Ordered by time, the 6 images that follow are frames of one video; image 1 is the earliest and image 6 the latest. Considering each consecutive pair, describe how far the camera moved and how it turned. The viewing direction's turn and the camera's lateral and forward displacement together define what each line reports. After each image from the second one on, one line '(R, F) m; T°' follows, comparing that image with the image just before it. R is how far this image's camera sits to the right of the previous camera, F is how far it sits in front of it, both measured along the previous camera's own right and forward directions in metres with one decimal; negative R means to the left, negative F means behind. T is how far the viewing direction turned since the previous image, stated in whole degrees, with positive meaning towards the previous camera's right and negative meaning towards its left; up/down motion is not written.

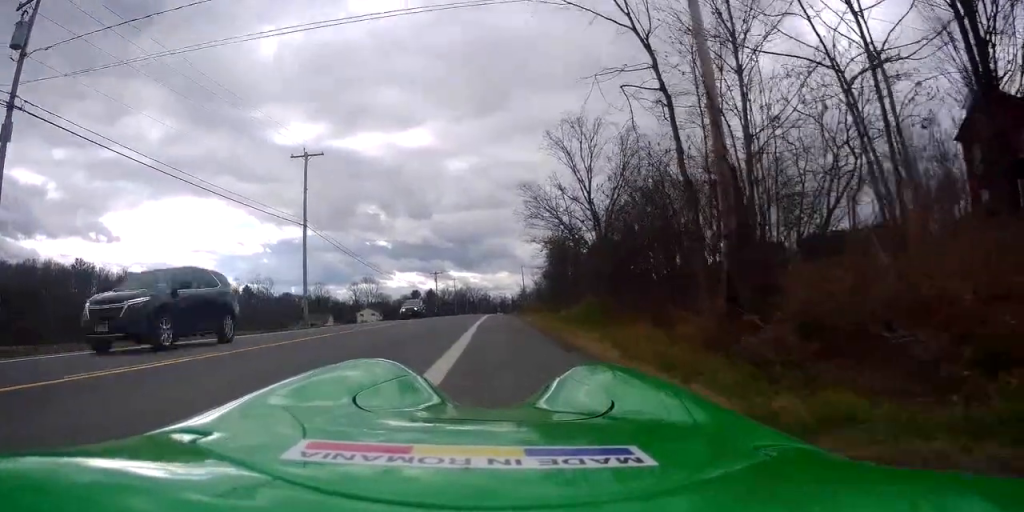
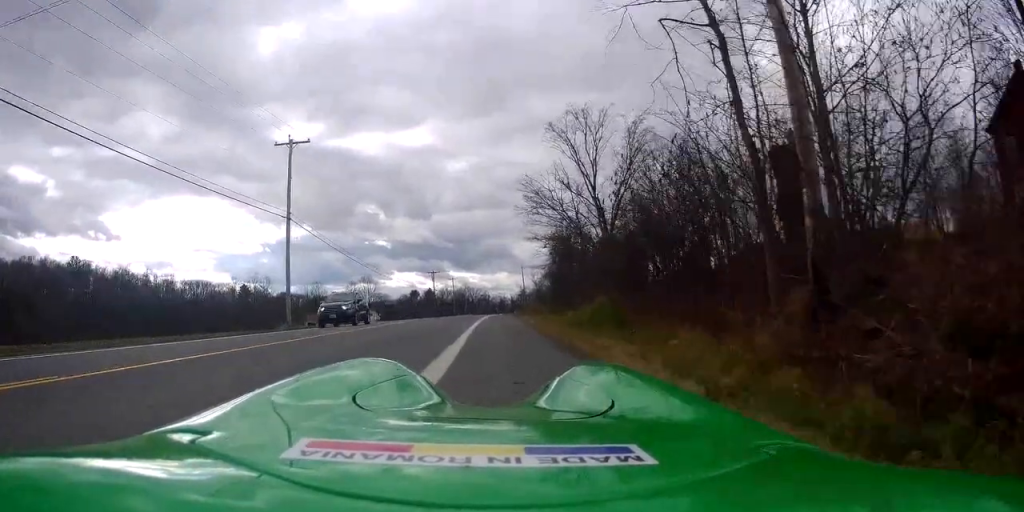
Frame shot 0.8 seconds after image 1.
(-0.2, +3.3) m; +2°
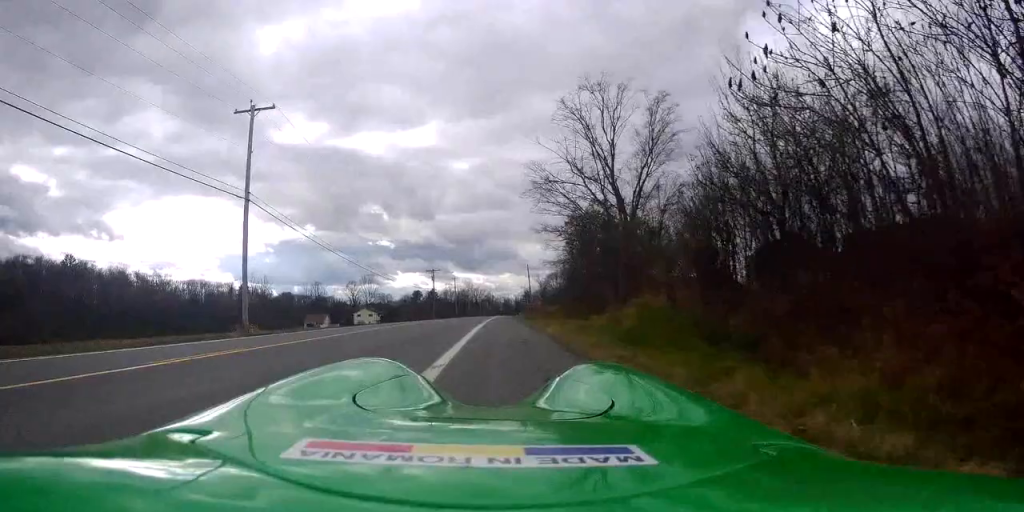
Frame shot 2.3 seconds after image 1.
(+0.1, +7.1) m; 0°
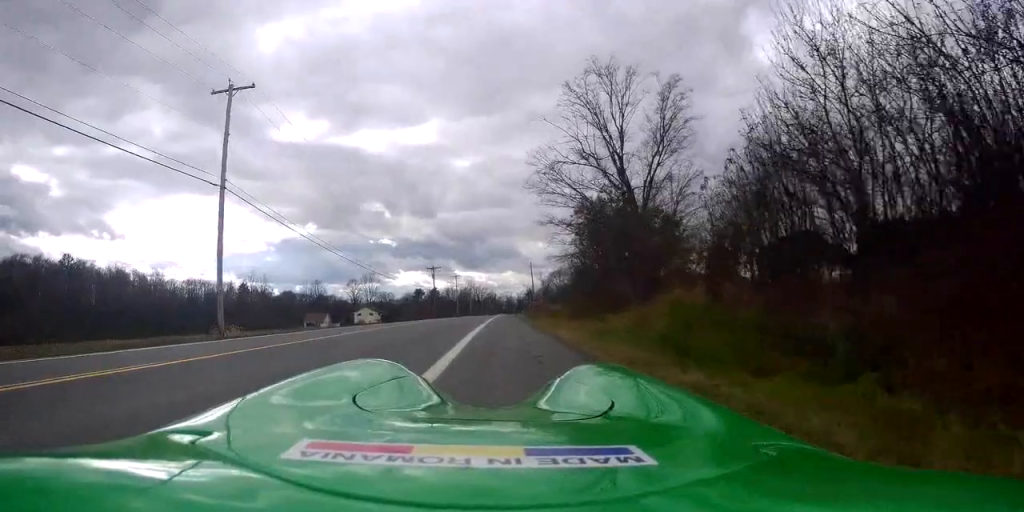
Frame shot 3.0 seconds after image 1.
(+0.1, +3.1) m; 0°
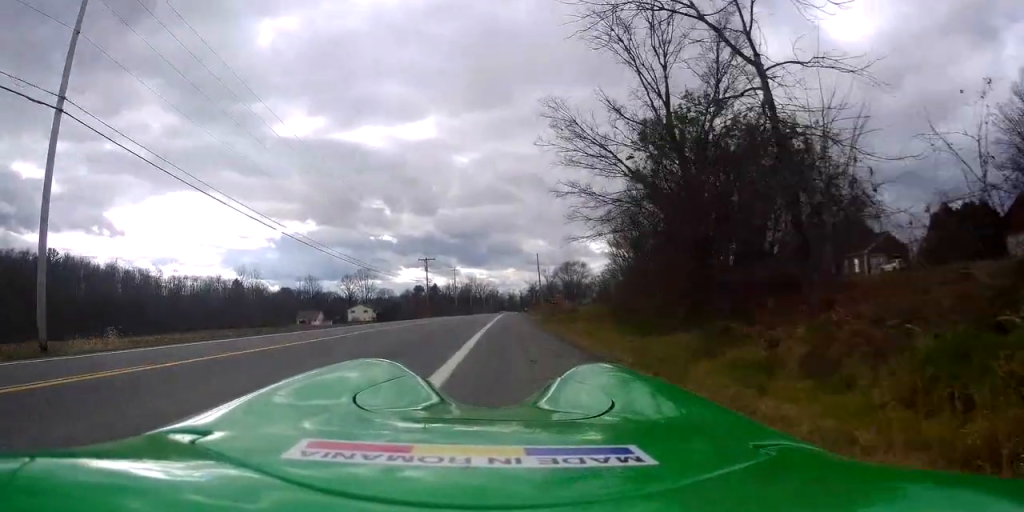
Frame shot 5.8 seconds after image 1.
(0.0, +12.0) m; +2°
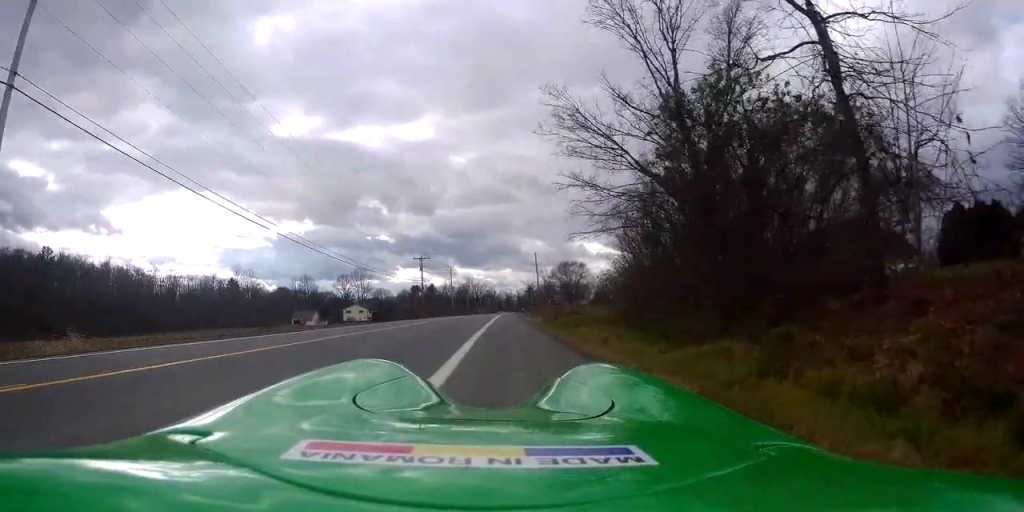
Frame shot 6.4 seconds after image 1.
(0.0, +2.2) m; 0°
